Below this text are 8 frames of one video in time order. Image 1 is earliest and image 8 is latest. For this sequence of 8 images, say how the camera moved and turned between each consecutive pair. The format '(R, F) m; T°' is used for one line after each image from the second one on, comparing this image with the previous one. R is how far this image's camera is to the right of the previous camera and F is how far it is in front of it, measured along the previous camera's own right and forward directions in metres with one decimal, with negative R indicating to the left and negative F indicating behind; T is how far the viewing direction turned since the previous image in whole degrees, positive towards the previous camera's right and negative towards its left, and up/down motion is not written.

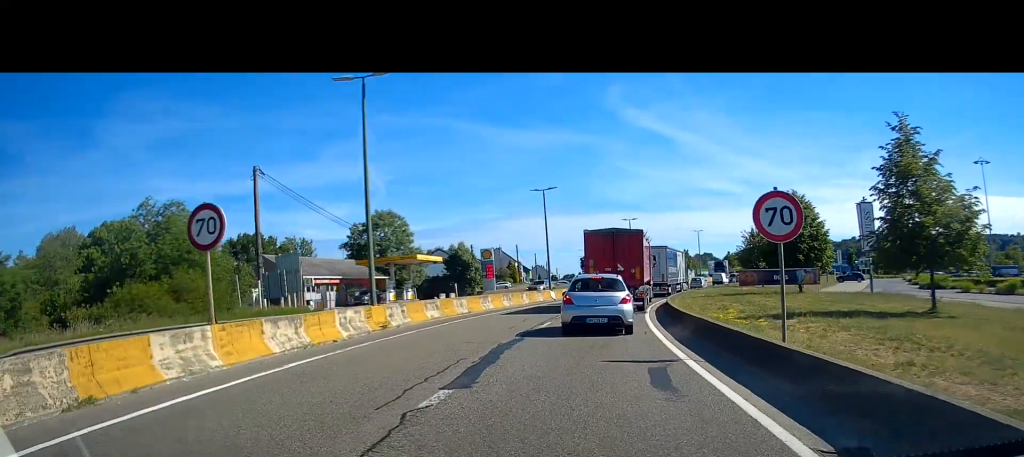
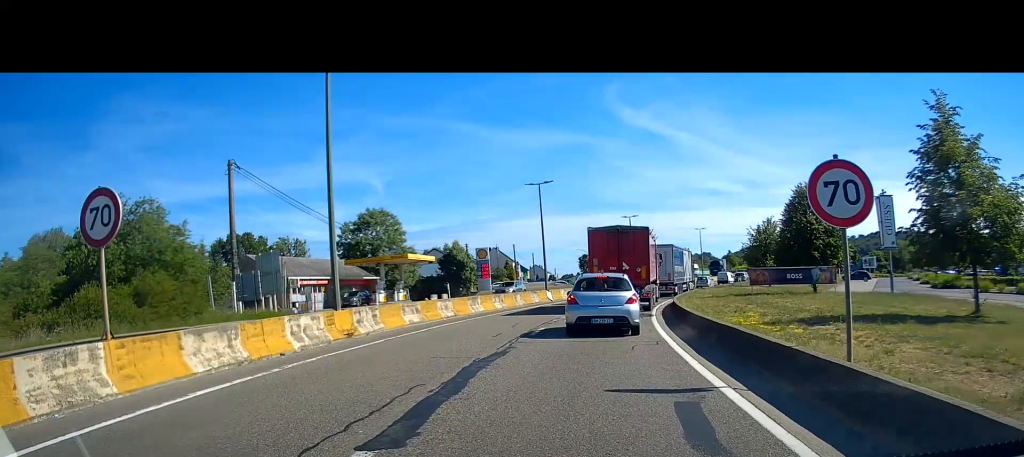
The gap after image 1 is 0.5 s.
(+0.1, +2.8) m; +1°
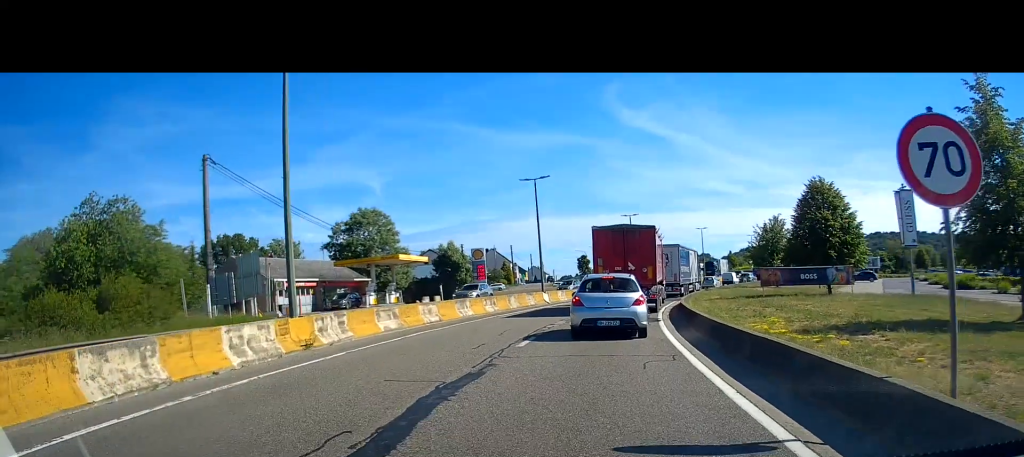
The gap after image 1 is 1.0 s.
(0.0, +2.5) m; +1°
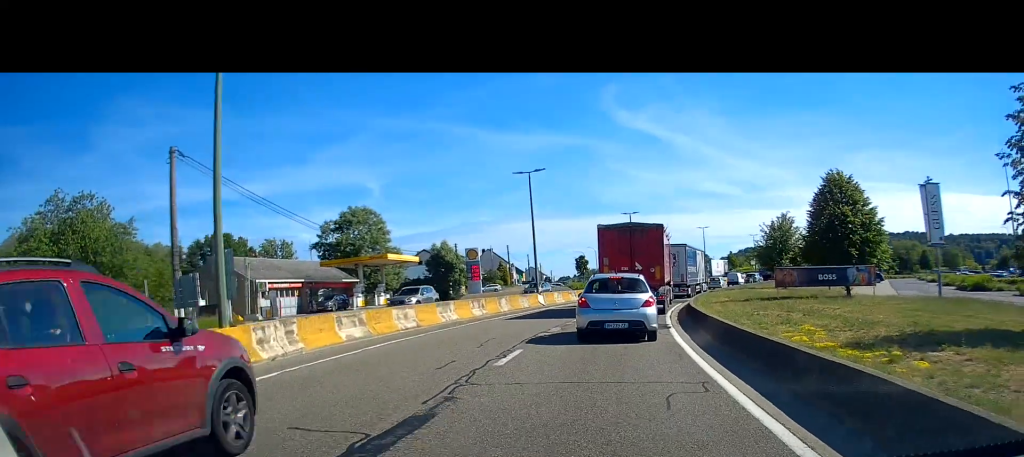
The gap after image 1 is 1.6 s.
(0.0, +2.7) m; 0°
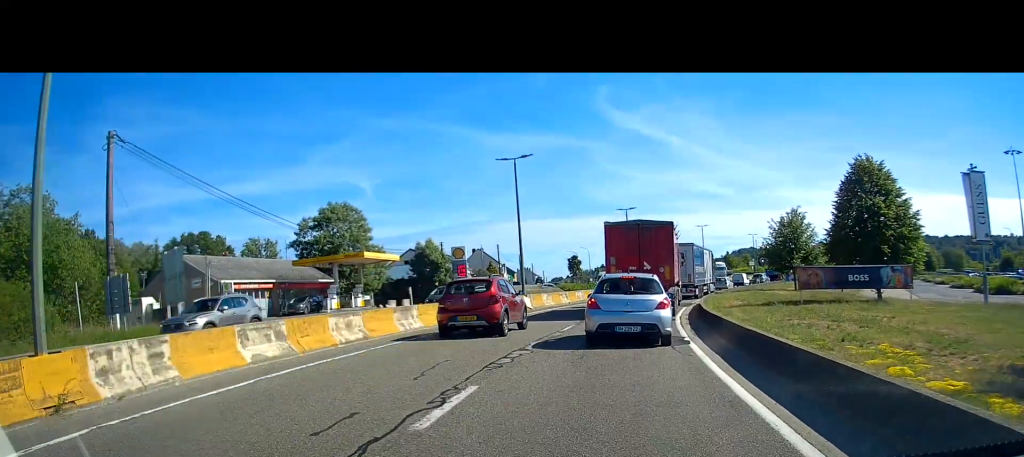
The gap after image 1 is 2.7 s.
(0.0, +4.3) m; 0°
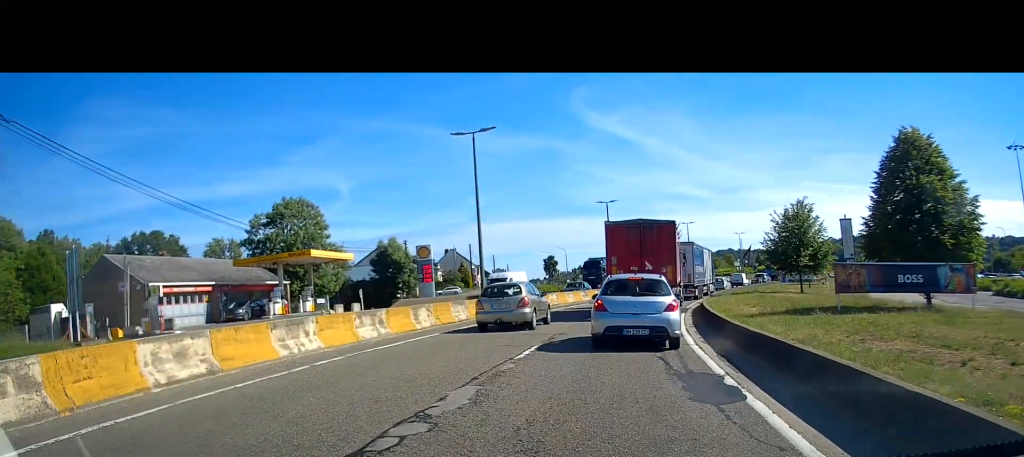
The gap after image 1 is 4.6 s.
(+0.2, +6.5) m; +4°
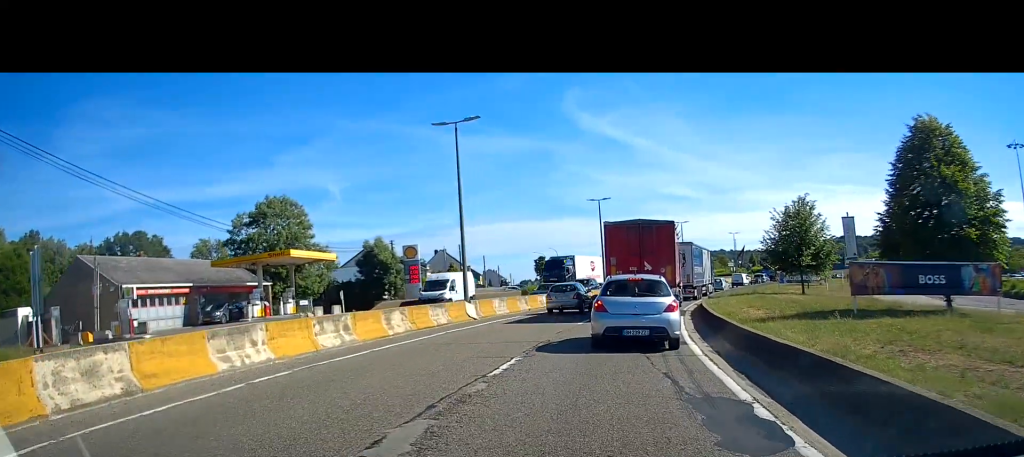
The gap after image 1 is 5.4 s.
(0.0, +2.0) m; +1°
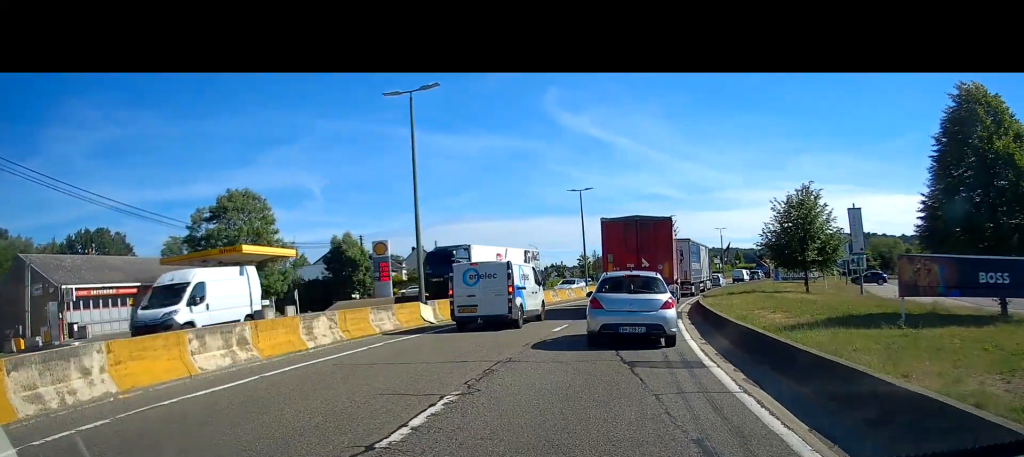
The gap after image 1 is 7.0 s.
(0.0, +4.0) m; -2°
